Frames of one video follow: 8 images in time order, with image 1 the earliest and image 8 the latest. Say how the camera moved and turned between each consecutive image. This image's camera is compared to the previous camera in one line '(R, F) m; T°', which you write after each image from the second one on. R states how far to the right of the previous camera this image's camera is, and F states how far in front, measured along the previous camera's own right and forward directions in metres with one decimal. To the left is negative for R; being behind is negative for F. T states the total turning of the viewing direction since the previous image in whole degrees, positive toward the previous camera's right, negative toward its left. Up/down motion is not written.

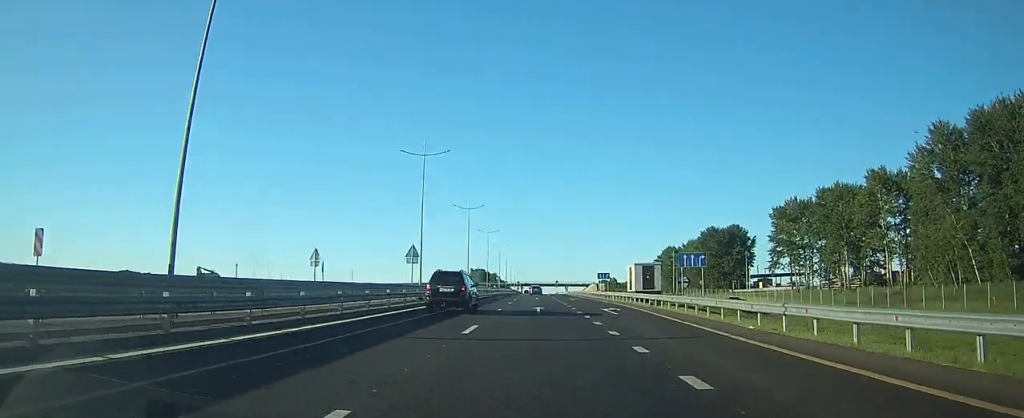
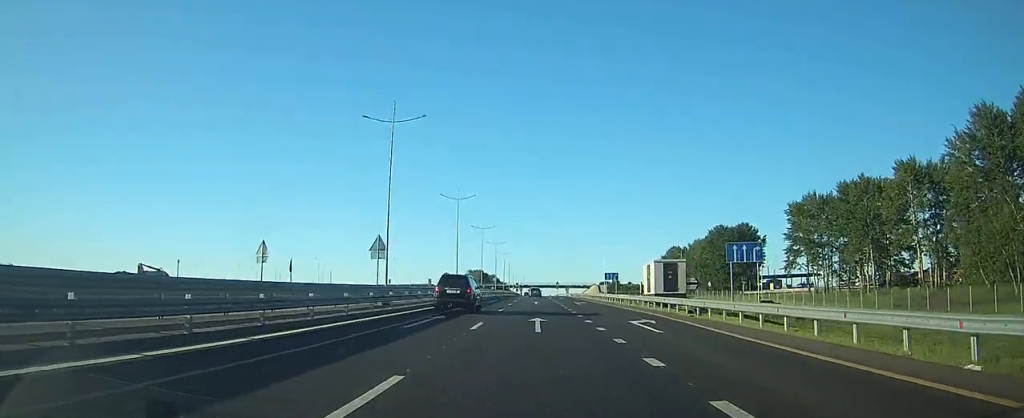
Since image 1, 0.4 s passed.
(0.0, +9.6) m; 0°
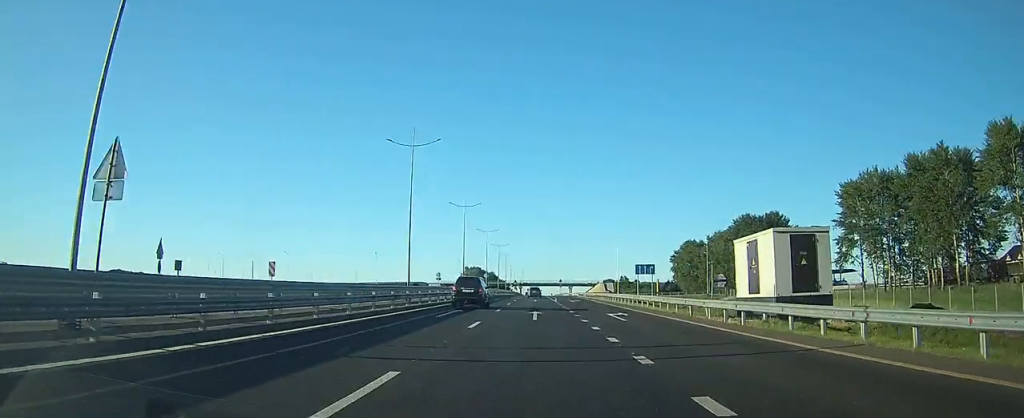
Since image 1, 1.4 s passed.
(0.0, +23.7) m; 0°
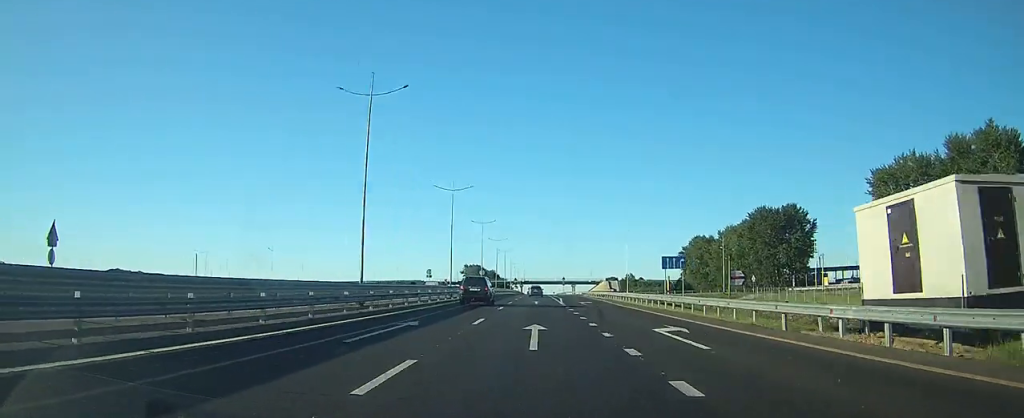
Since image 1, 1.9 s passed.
(0.0, +10.9) m; 0°
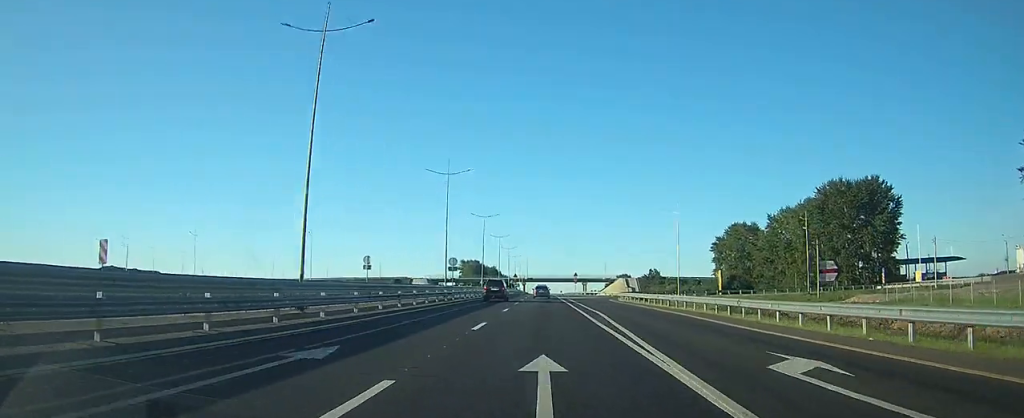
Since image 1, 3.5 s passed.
(+0.1, +38.2) m; 0°
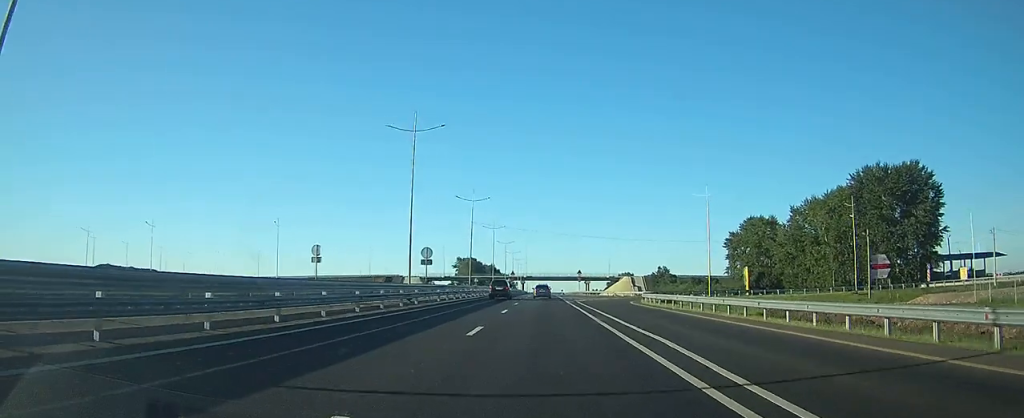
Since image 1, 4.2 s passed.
(0.0, +14.2) m; 0°
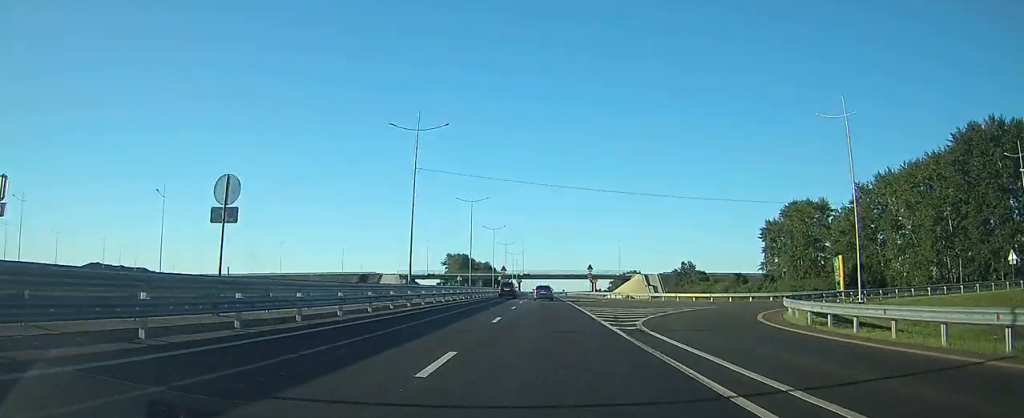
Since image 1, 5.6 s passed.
(0.0, +30.4) m; 0°
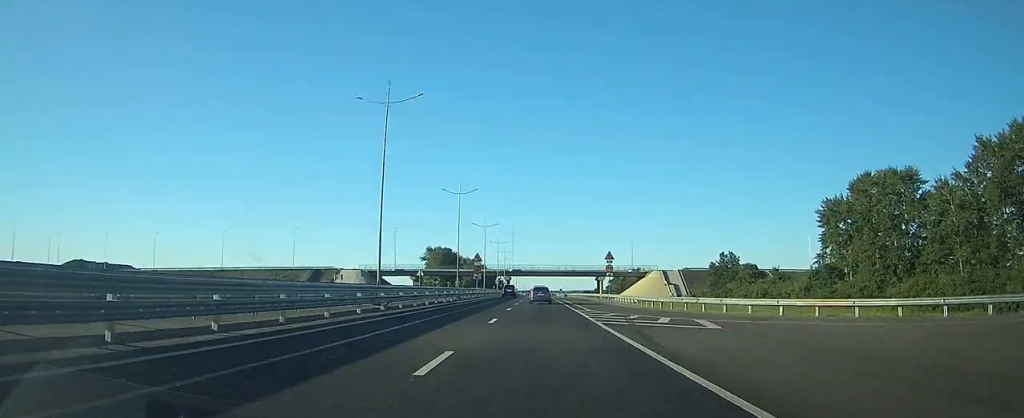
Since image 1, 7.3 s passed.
(+0.1, +35.9) m; 0°
